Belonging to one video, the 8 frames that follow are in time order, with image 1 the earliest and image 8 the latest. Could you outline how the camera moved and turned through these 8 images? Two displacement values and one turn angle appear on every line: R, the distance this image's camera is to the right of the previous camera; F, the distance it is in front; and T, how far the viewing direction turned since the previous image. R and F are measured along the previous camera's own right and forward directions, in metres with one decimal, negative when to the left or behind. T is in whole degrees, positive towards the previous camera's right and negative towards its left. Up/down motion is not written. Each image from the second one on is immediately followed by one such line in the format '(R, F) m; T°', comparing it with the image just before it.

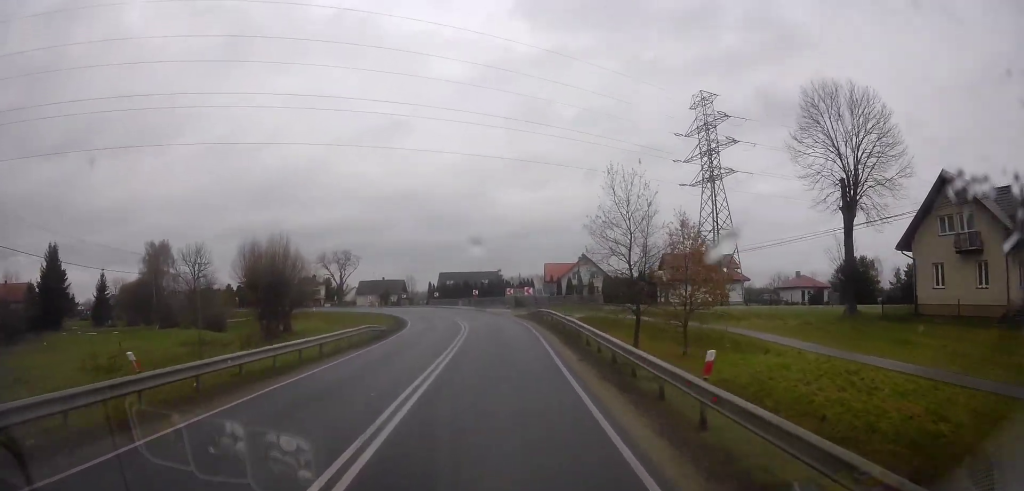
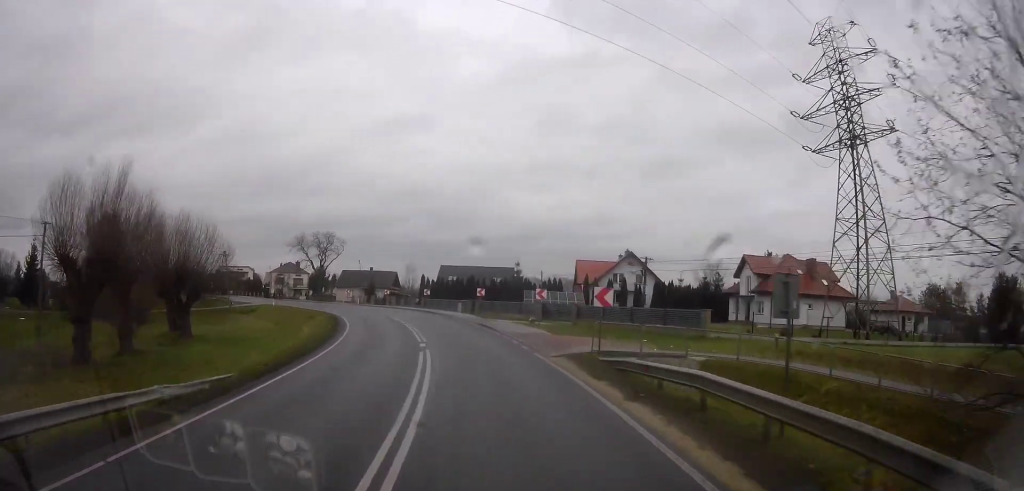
(+2.0, +24.0) m; +10°
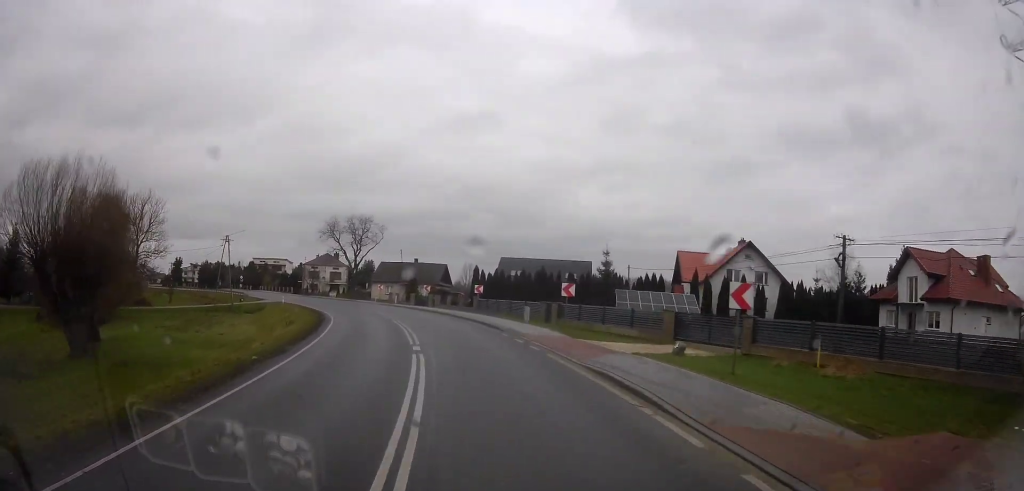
(+0.5, +19.1) m; -4°
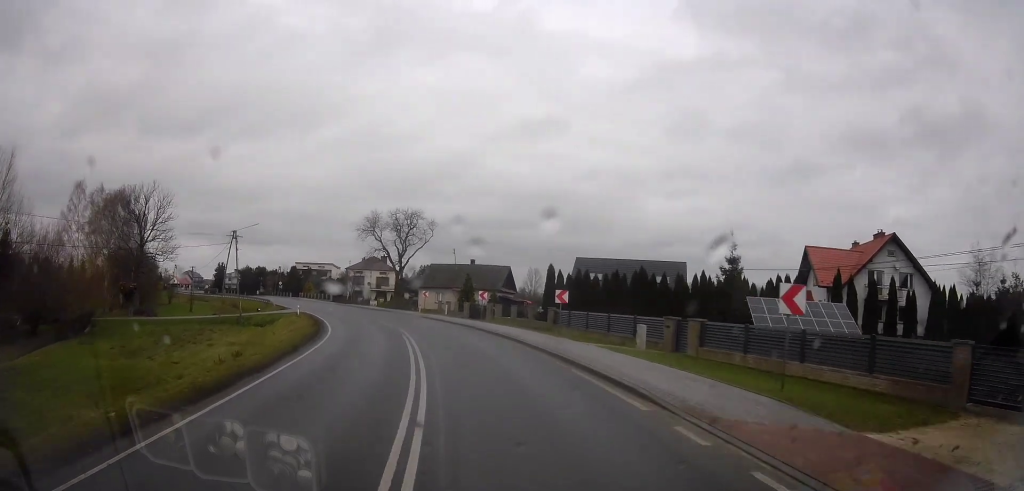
(-1.3, +14.3) m; -8°
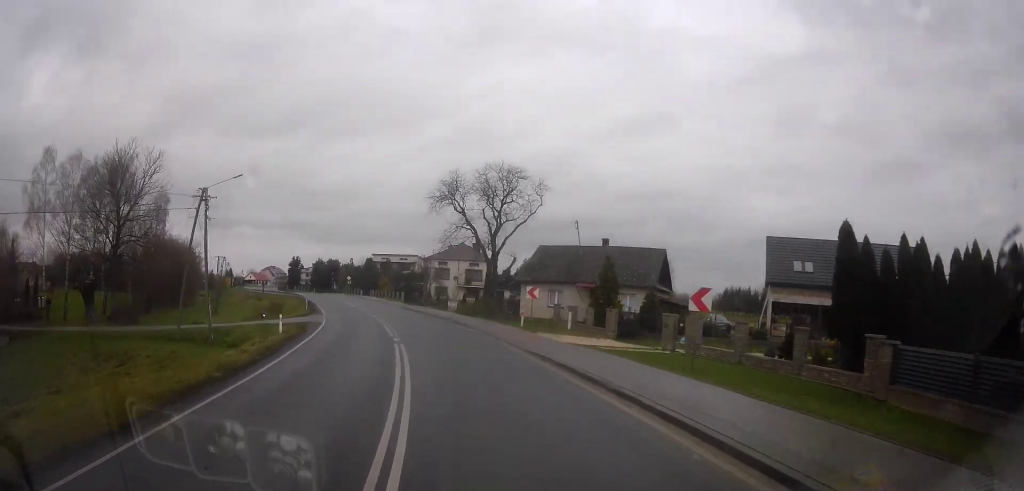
(-2.7, +23.8) m; -13°
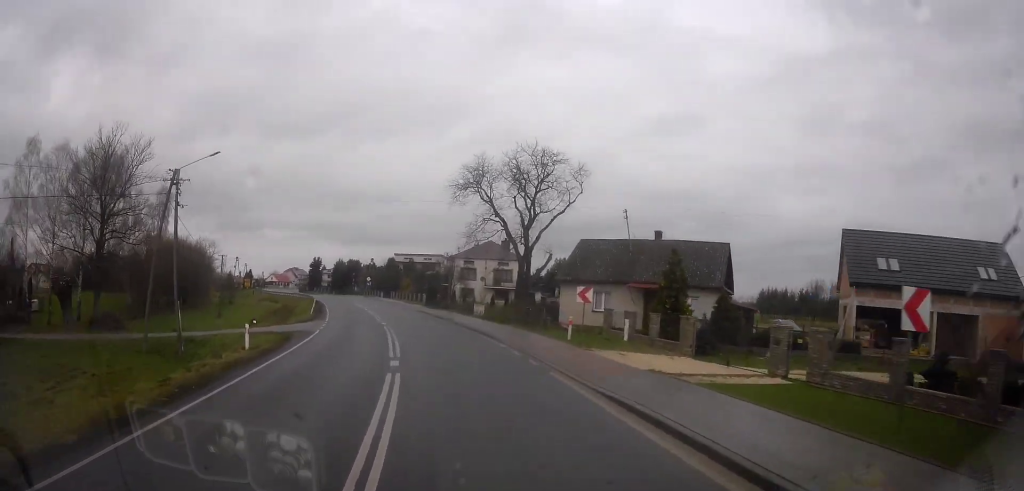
(-0.1, +6.4) m; -4°
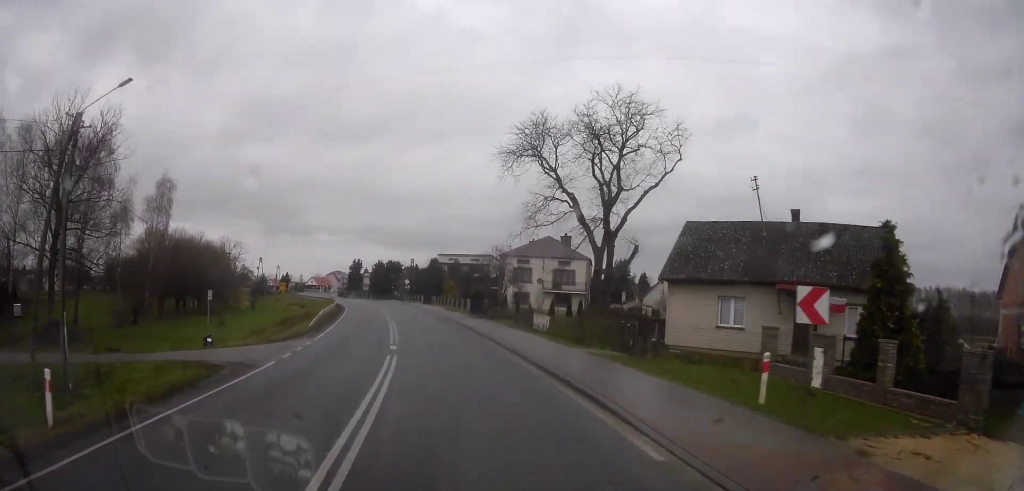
(-0.7, +11.4) m; -4°
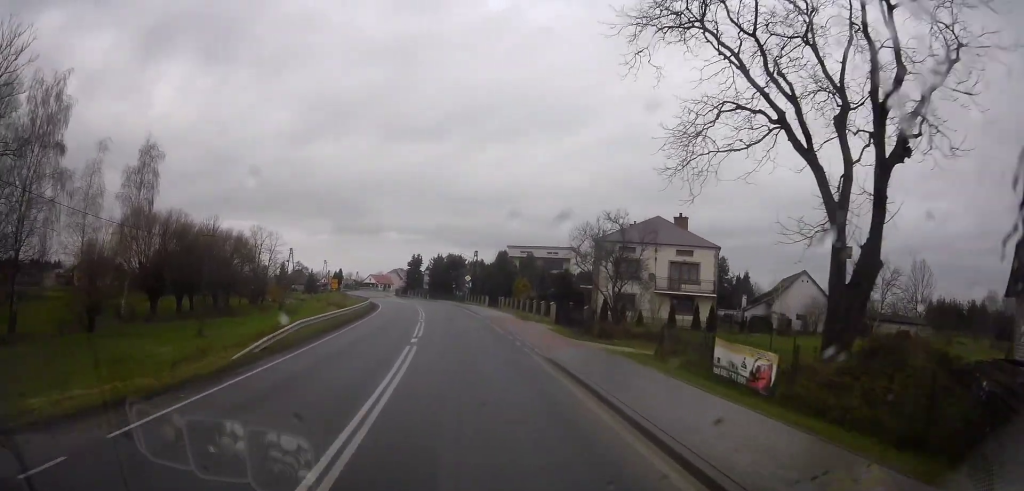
(-0.5, +16.4) m; -9°
